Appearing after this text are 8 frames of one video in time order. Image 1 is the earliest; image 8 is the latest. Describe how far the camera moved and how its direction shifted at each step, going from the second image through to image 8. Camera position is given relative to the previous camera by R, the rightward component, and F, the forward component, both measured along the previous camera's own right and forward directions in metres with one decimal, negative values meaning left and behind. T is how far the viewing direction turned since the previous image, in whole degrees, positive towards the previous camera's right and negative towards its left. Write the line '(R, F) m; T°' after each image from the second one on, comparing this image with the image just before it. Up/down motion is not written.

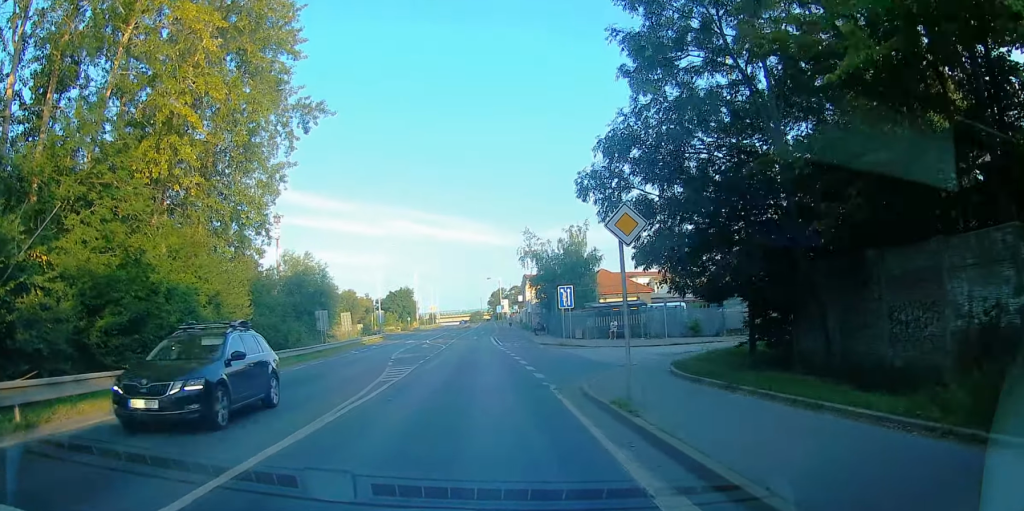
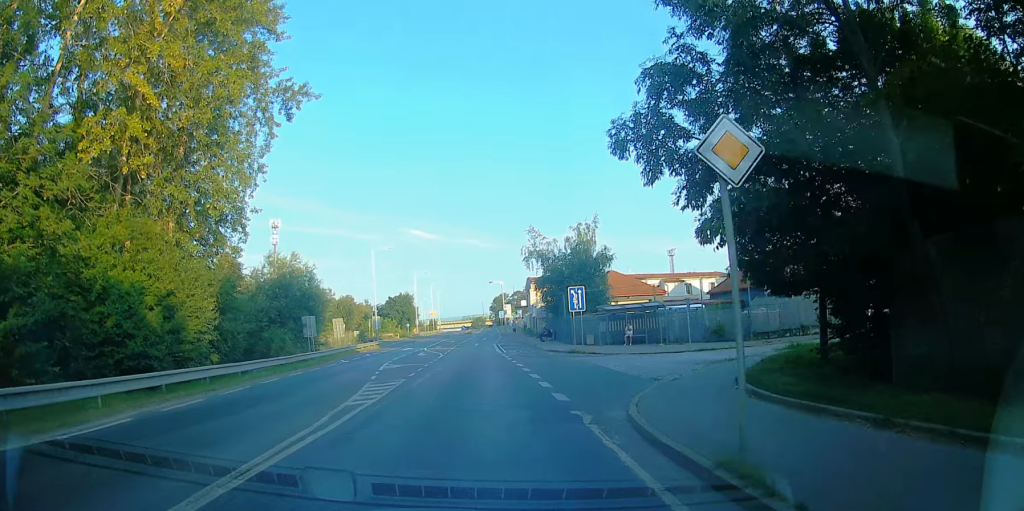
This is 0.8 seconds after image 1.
(+0.2, +4.1) m; -2°
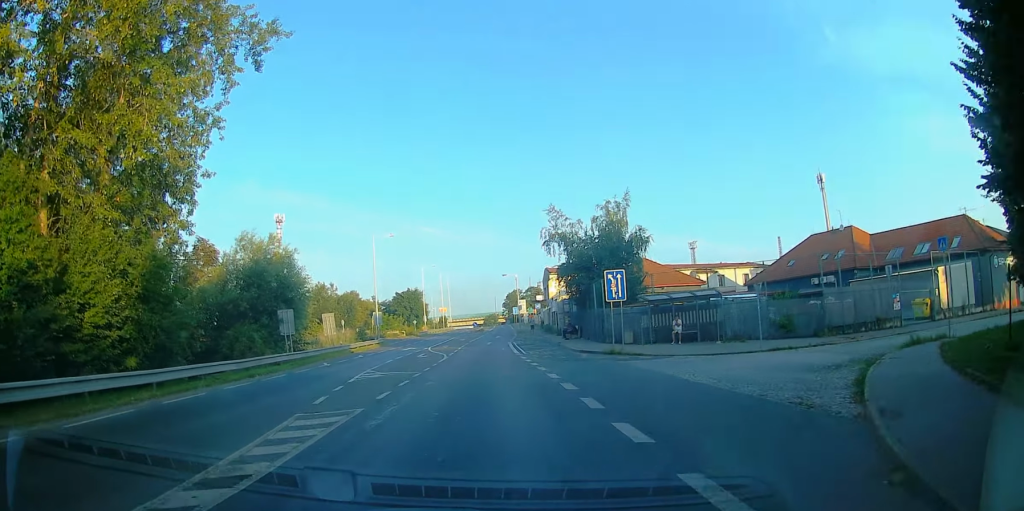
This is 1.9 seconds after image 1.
(-0.7, +7.3) m; -8°
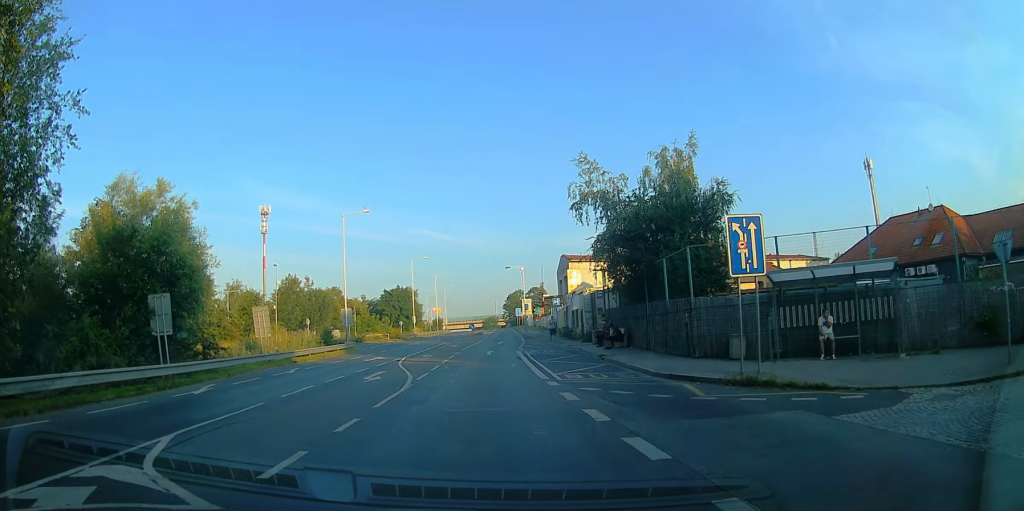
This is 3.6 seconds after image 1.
(-0.1, +13.9) m; +1°
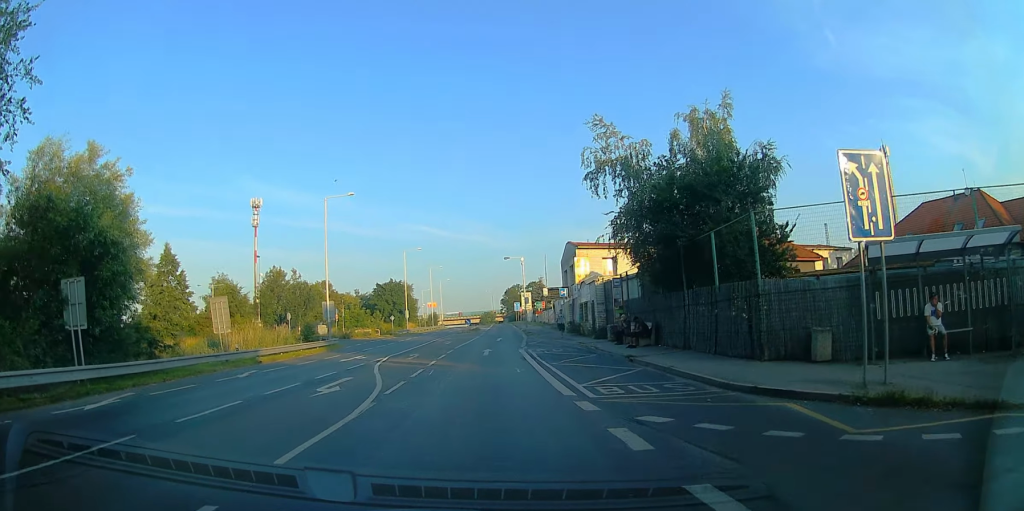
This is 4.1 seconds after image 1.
(0.0, +5.4) m; 0°
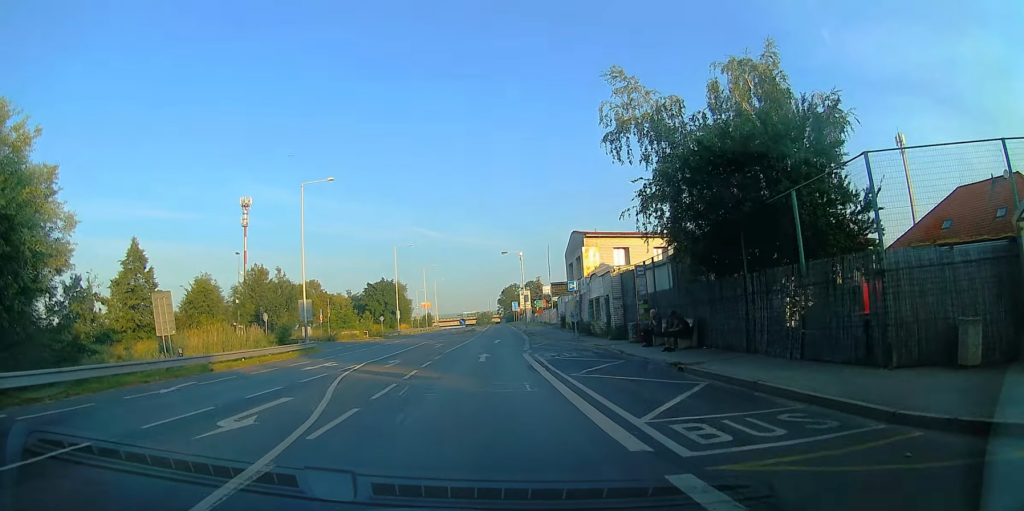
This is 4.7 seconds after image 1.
(0.0, +5.5) m; +2°
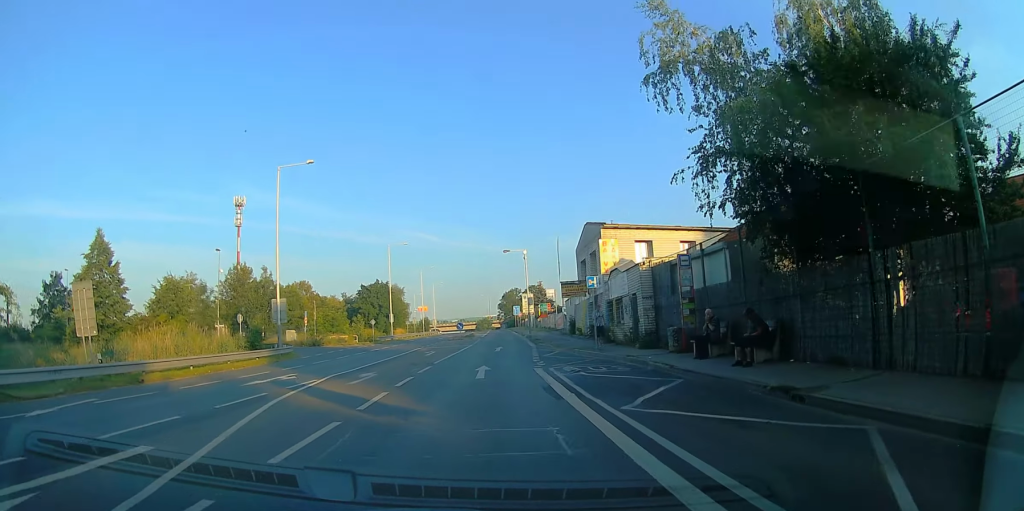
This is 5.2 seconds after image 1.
(-0.2, +5.5) m; +3°
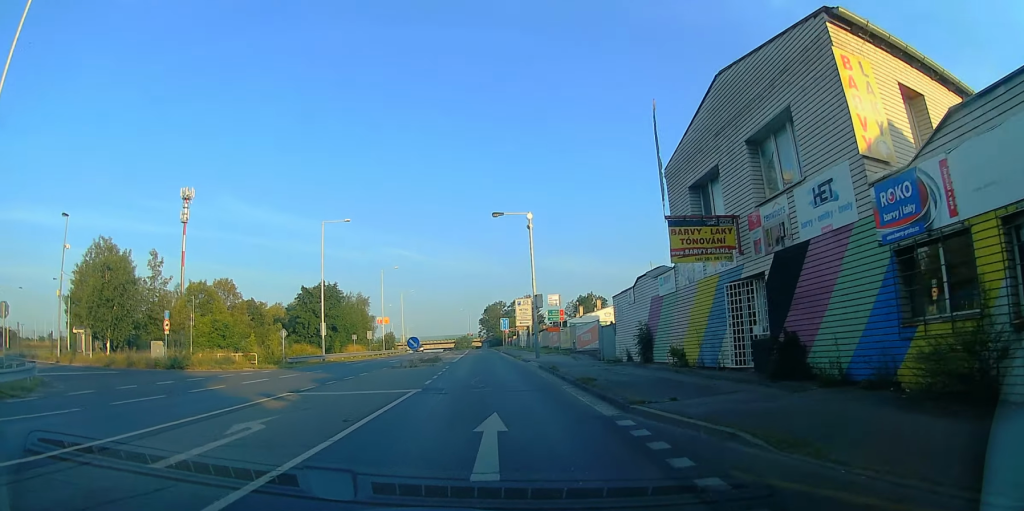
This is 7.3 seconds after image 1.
(-1.4, +23.1) m; -6°
